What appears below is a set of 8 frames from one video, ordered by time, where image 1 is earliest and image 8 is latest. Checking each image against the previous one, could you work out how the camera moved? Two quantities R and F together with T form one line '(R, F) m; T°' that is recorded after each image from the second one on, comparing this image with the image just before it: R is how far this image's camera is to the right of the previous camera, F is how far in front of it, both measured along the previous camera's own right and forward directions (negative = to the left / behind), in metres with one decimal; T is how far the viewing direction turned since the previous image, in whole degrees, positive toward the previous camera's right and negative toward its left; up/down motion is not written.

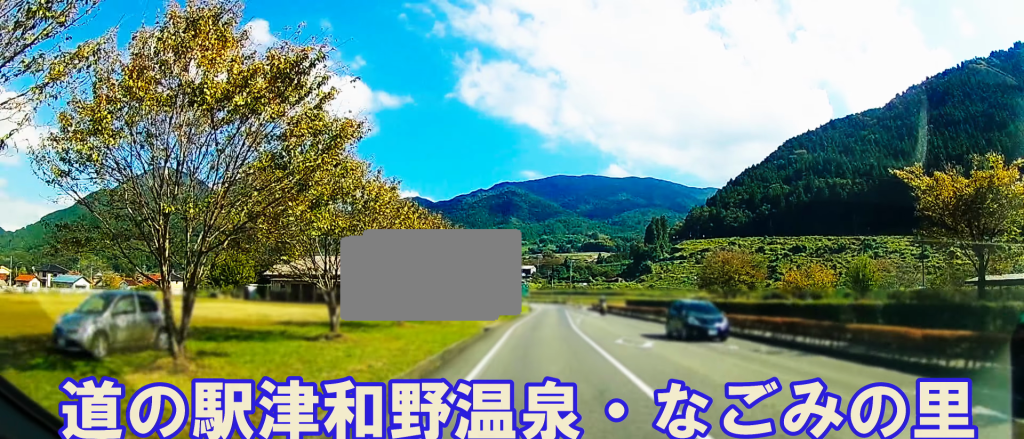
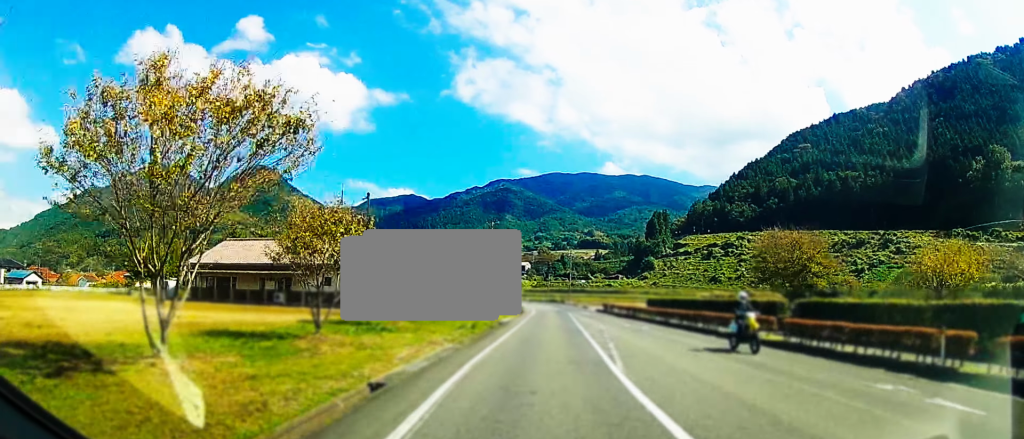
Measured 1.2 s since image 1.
(+0.3, +17.8) m; 0°
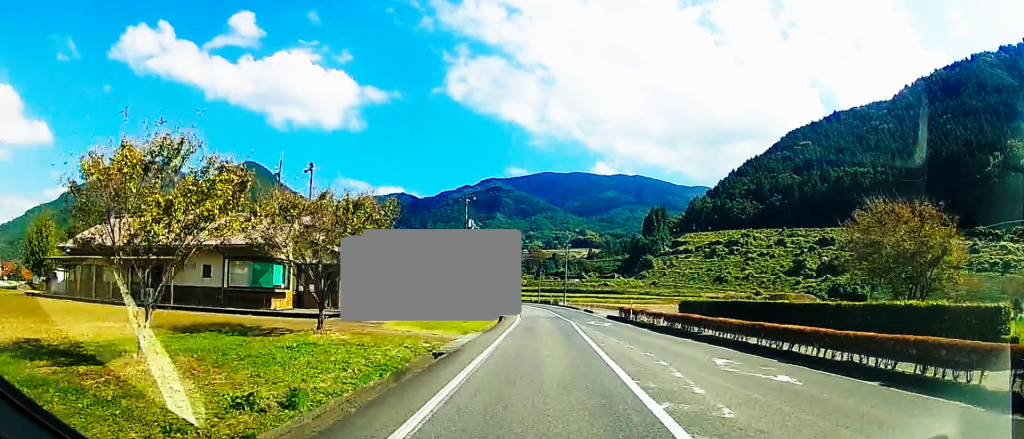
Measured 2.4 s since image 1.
(-0.2, +17.7) m; 0°
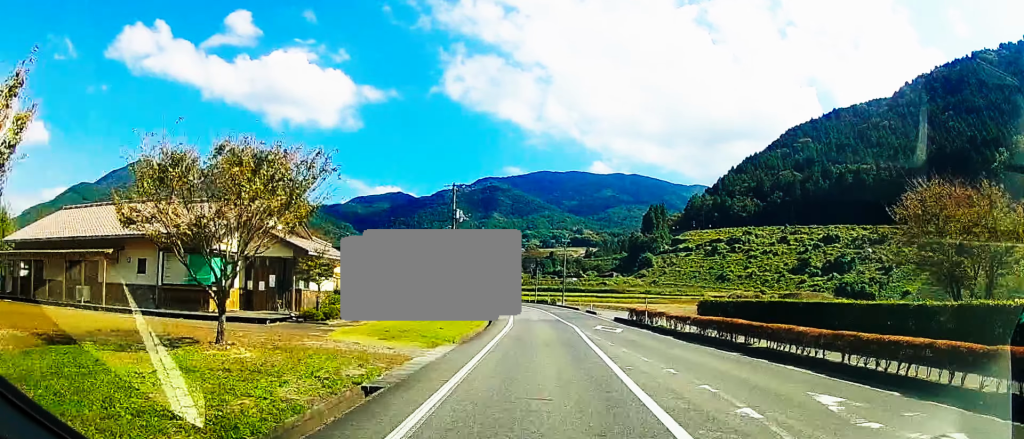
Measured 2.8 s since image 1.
(+0.2, +6.1) m; 0°
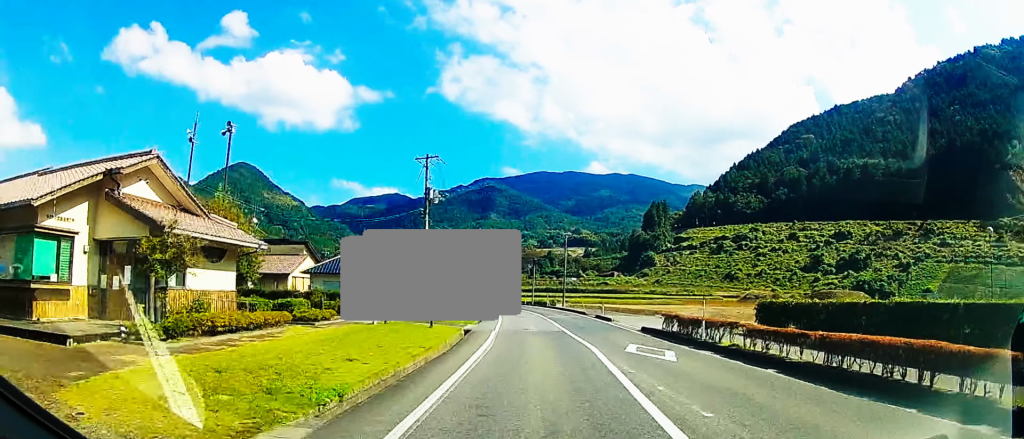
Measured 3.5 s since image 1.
(-0.1, +9.6) m; 0°
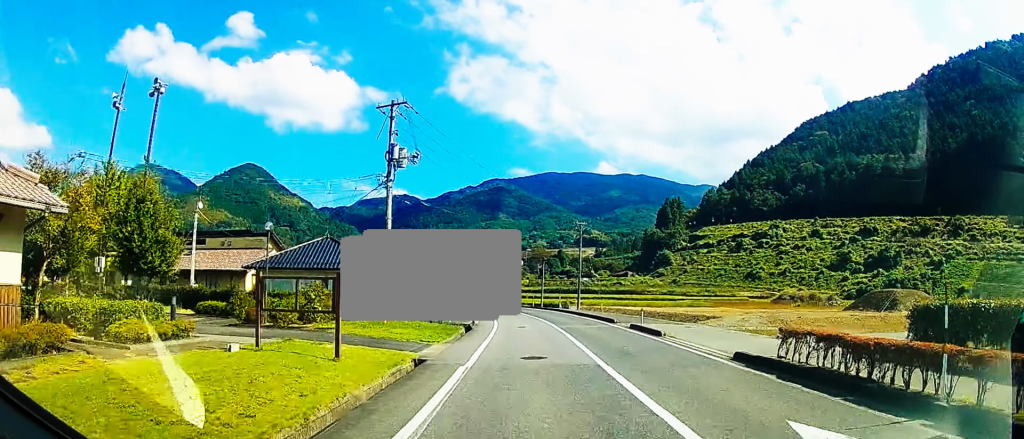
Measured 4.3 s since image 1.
(-0.1, +12.0) m; 0°
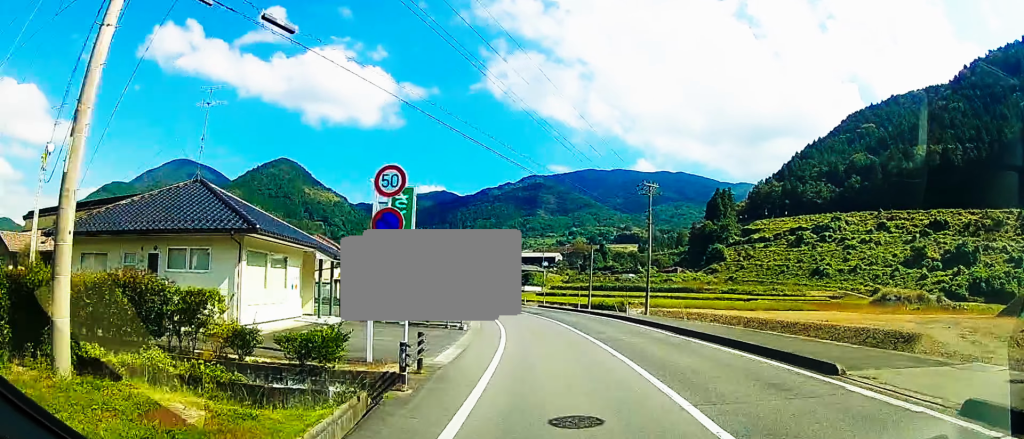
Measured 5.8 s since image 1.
(-0.2, +20.4) m; -2°
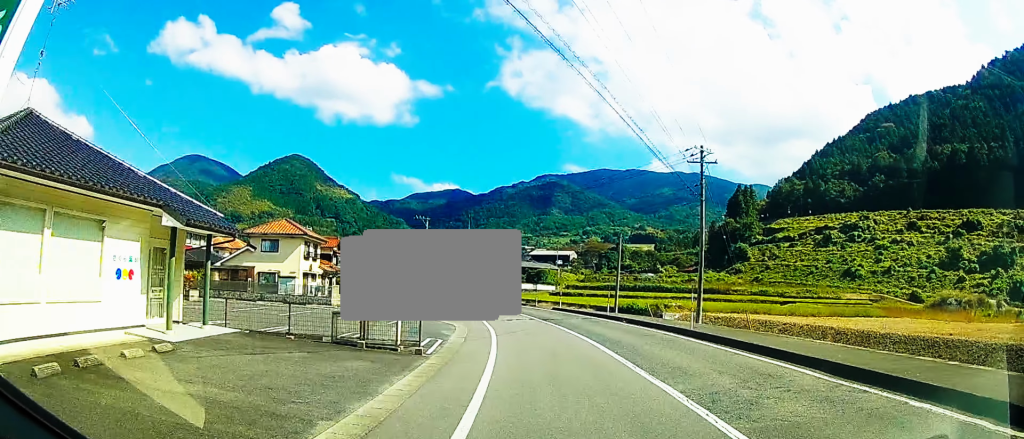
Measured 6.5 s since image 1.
(-0.1, +11.3) m; -2°
